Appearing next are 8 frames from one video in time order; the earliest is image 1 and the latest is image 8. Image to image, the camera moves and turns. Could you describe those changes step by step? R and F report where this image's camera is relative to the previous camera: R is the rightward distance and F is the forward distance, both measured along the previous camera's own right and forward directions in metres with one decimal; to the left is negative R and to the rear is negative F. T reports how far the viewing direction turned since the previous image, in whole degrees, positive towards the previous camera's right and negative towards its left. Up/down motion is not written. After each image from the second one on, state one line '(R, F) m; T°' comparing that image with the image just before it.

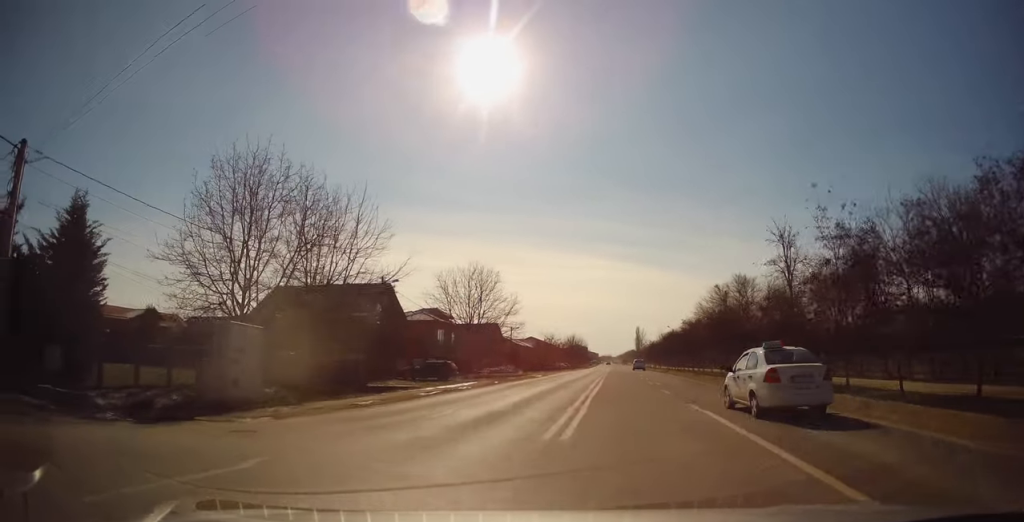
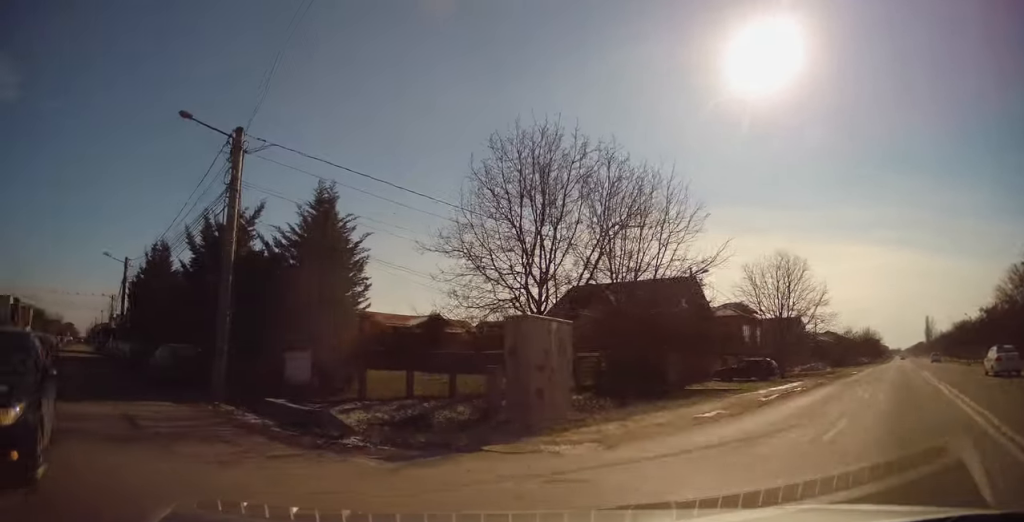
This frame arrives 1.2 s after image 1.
(-1.2, +4.0) m; -34°
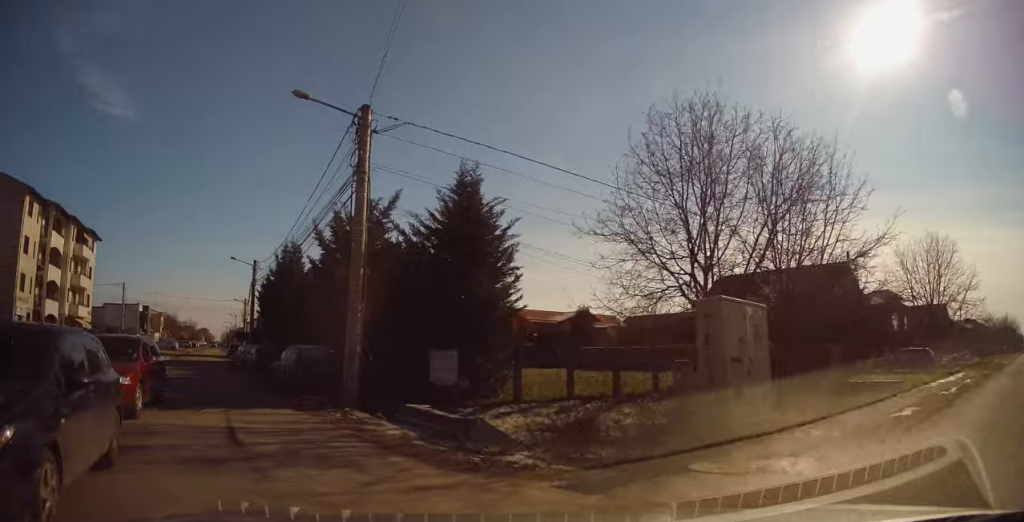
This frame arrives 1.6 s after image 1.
(+0.1, +1.7) m; -13°
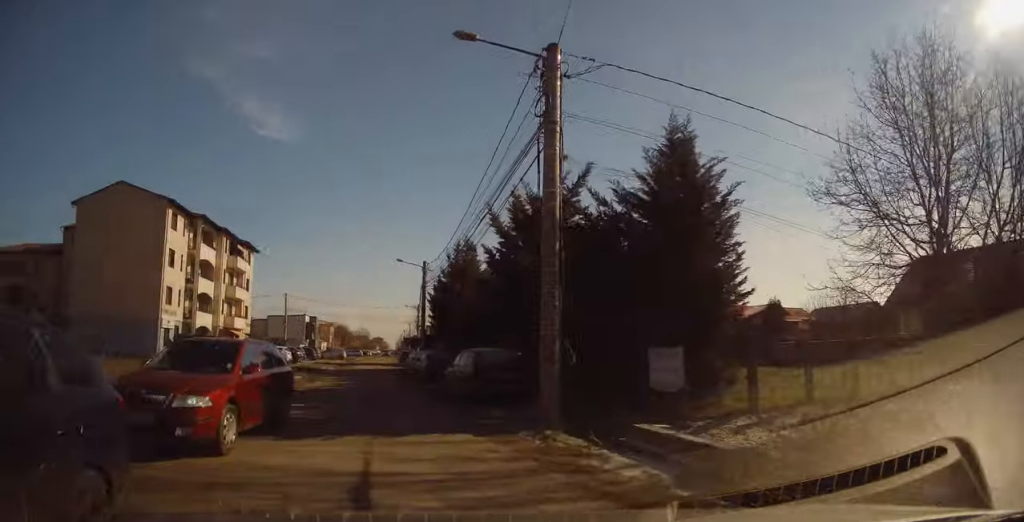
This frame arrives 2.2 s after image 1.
(-0.8, +3.1) m; -10°
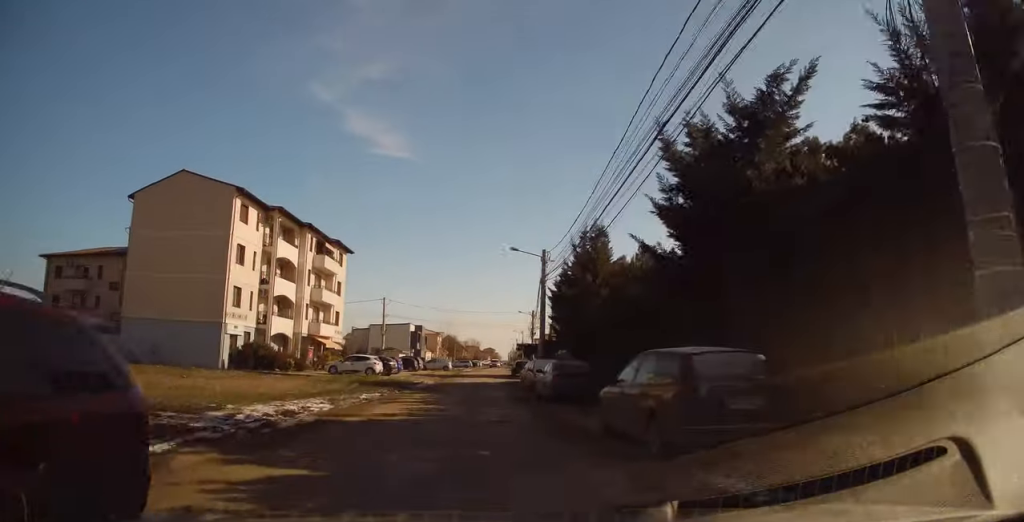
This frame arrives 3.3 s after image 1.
(-0.7, +6.6) m; -11°
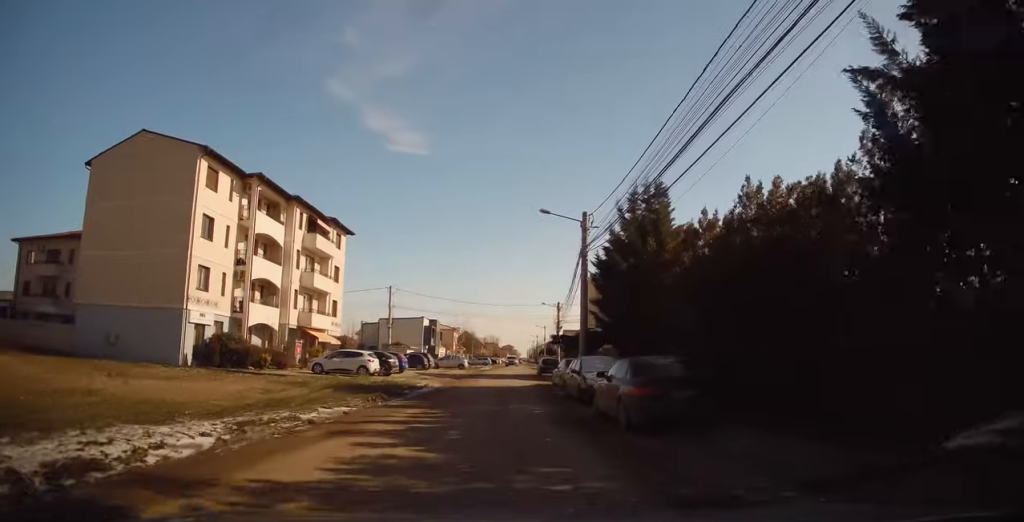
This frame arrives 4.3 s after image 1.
(-0.6, +6.6) m; -2°
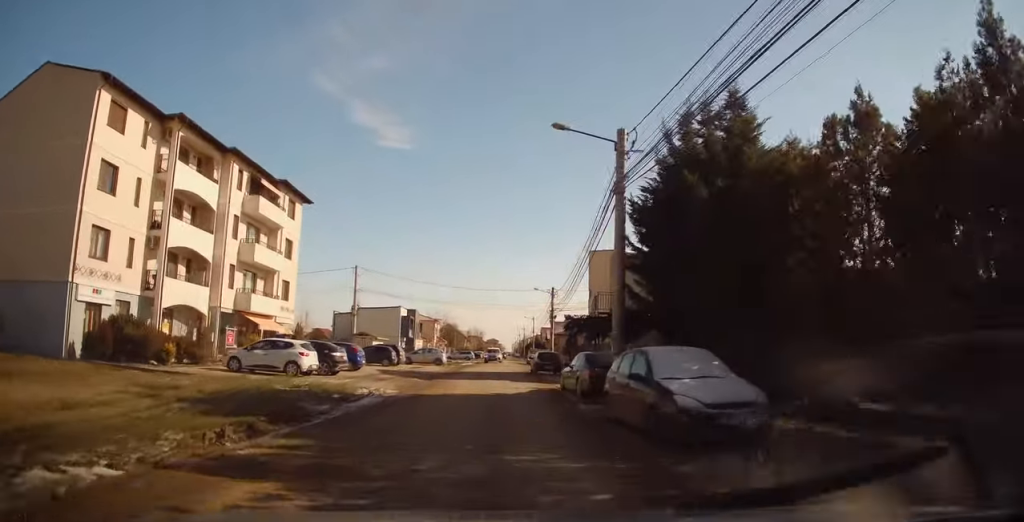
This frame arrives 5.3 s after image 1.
(+0.3, +8.3) m; +2°
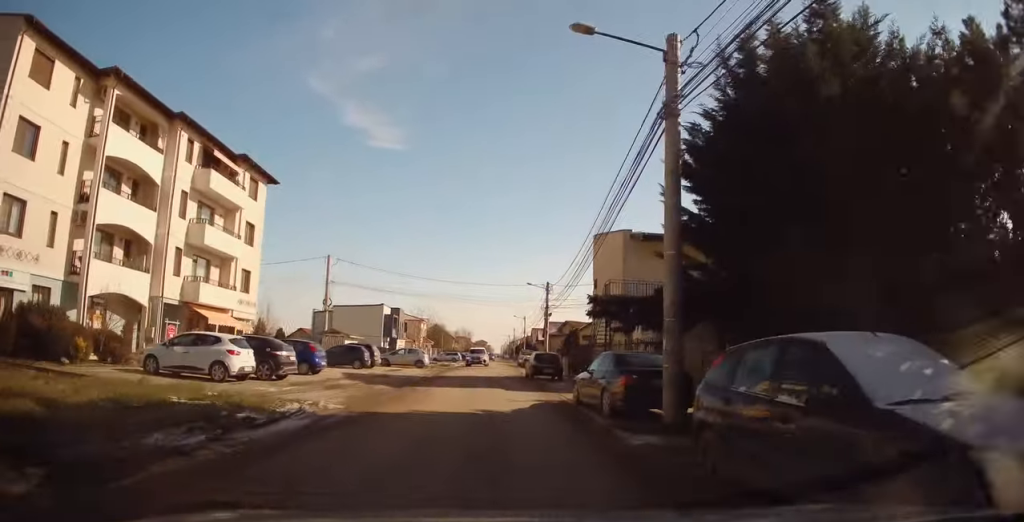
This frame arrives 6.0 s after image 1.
(+0.1, +5.0) m; +1°
